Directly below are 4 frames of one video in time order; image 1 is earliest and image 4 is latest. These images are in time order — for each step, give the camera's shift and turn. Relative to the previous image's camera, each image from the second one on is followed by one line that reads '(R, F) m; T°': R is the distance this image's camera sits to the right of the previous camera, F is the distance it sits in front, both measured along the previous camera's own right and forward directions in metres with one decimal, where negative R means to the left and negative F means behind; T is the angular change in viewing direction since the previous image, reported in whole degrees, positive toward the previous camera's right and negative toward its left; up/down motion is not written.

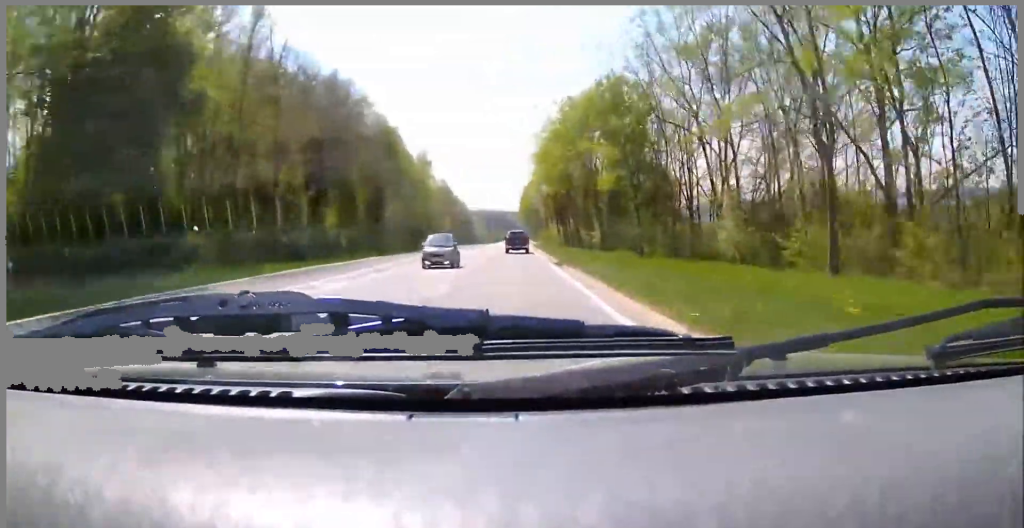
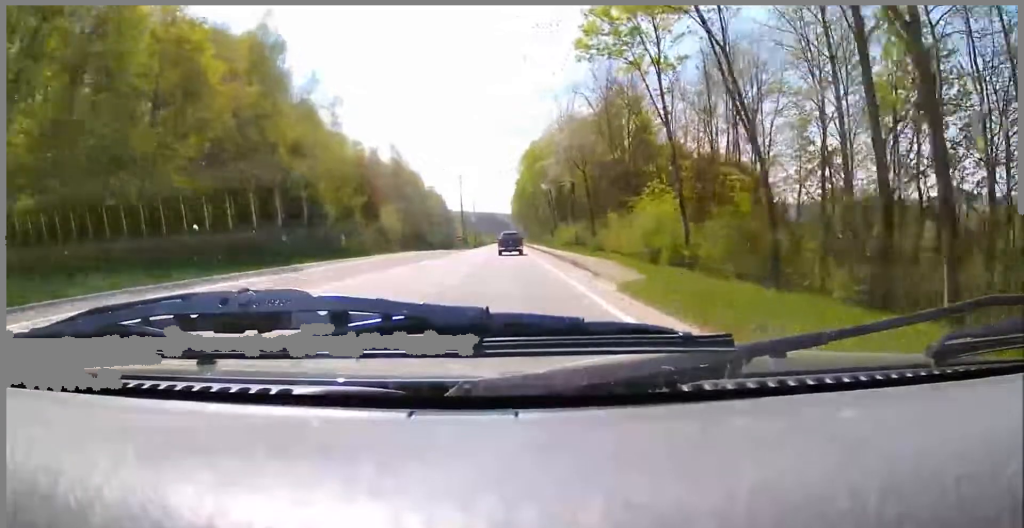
(+0.5, +73.7) m; 0°
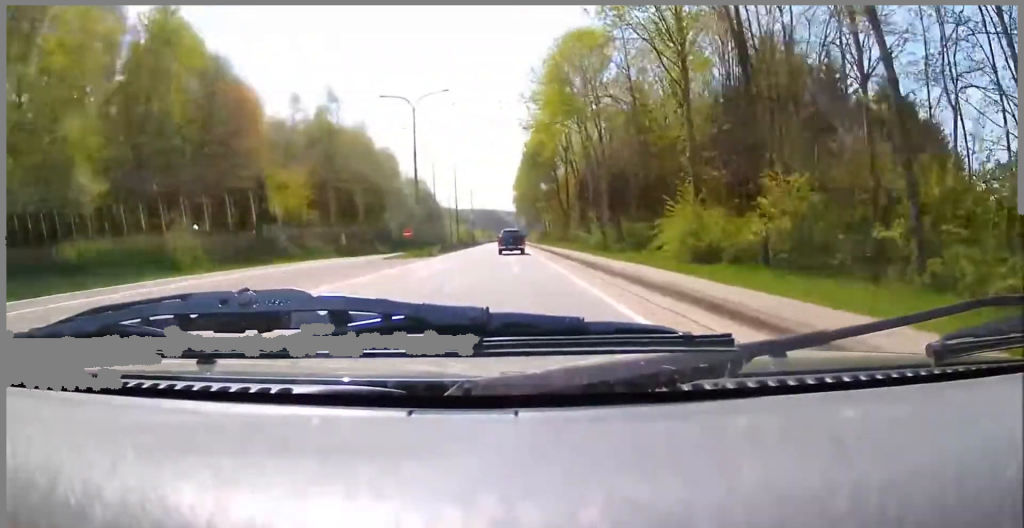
(0.0, +44.7) m; 0°
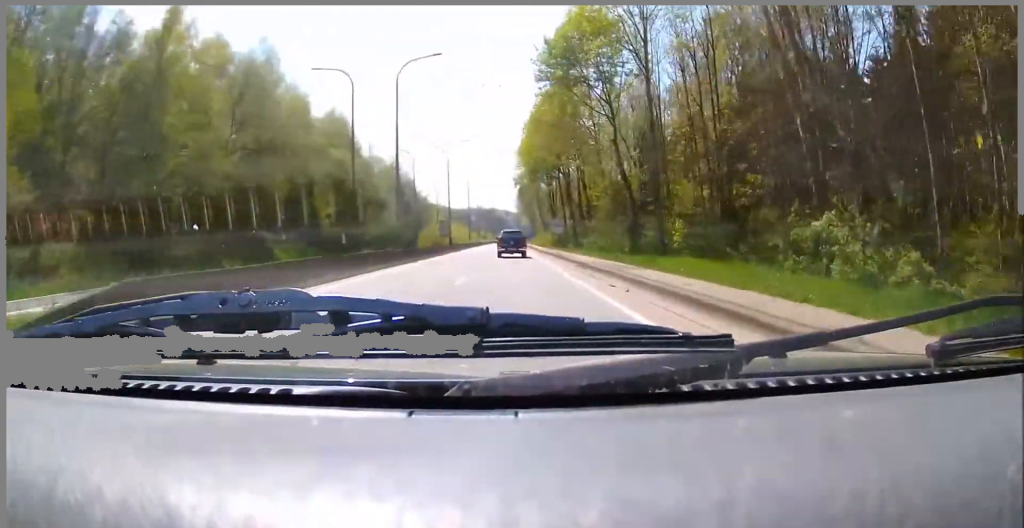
(+0.1, +40.4) m; +1°
